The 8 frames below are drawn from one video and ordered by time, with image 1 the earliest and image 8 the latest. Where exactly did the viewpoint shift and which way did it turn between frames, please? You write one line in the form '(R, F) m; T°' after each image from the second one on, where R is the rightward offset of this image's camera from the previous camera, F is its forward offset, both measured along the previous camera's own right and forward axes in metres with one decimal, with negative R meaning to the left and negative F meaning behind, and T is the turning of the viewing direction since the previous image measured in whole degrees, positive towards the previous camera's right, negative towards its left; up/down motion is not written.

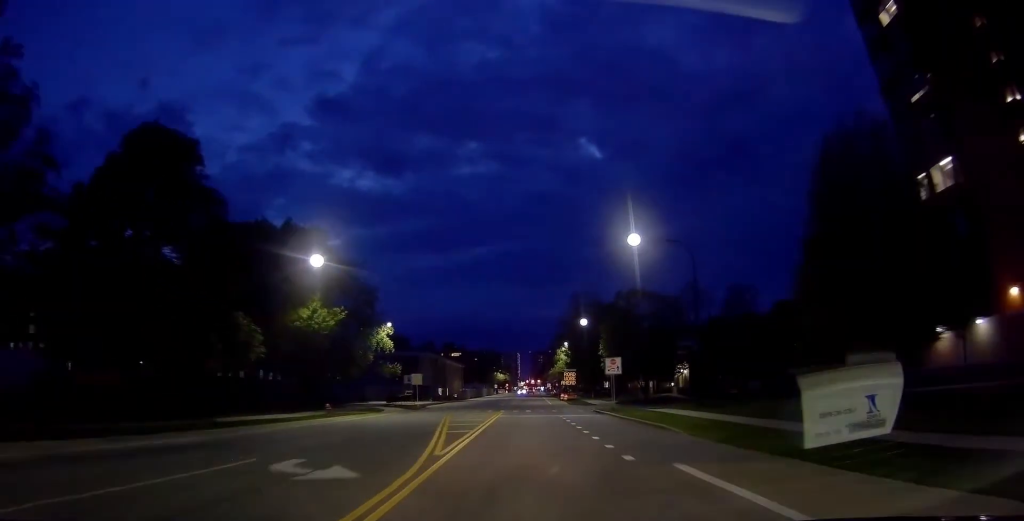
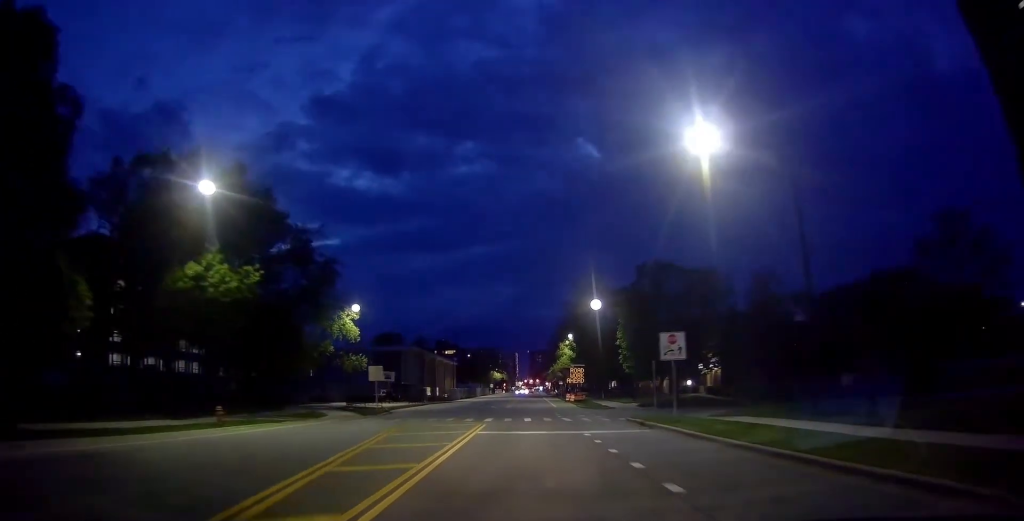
(-0.5, +14.1) m; -1°
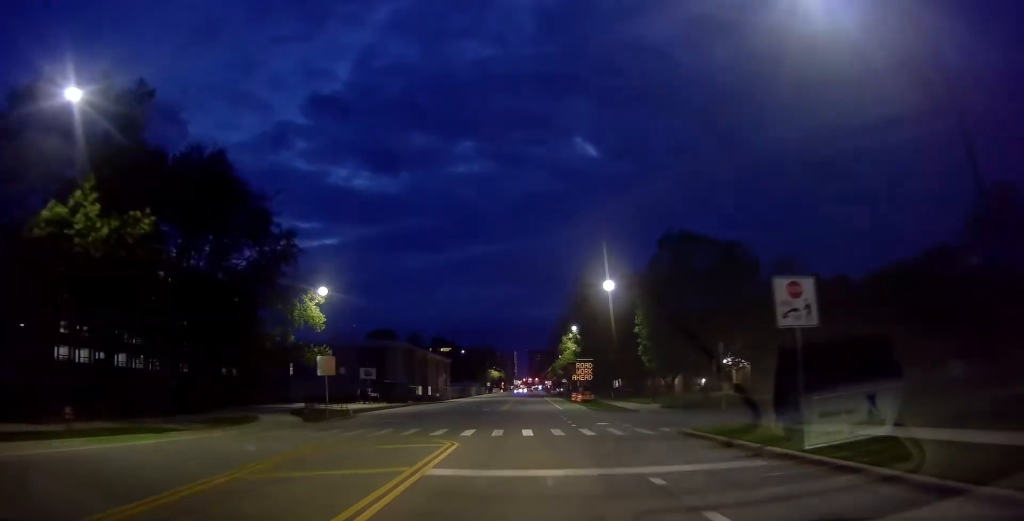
(+0.3, +9.8) m; +2°
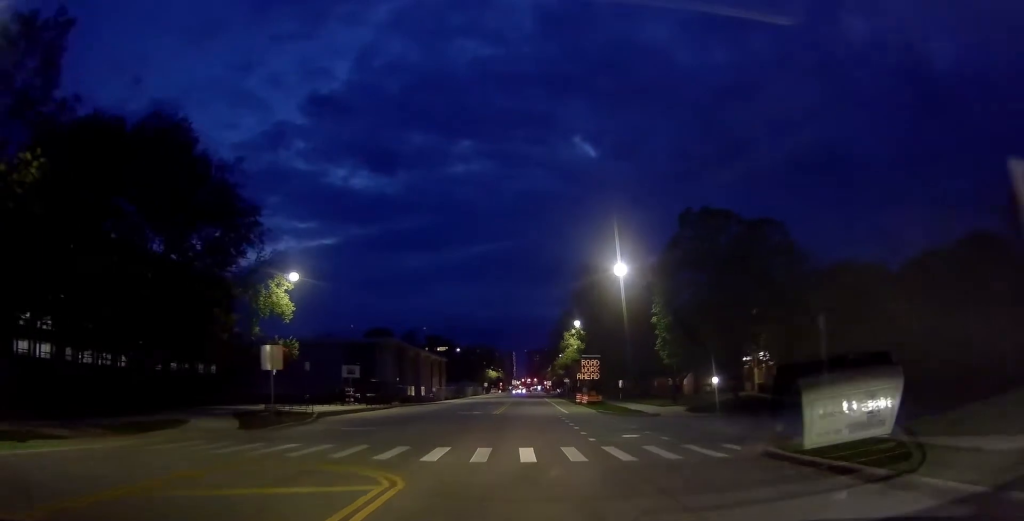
(+0.1, +6.5) m; 0°
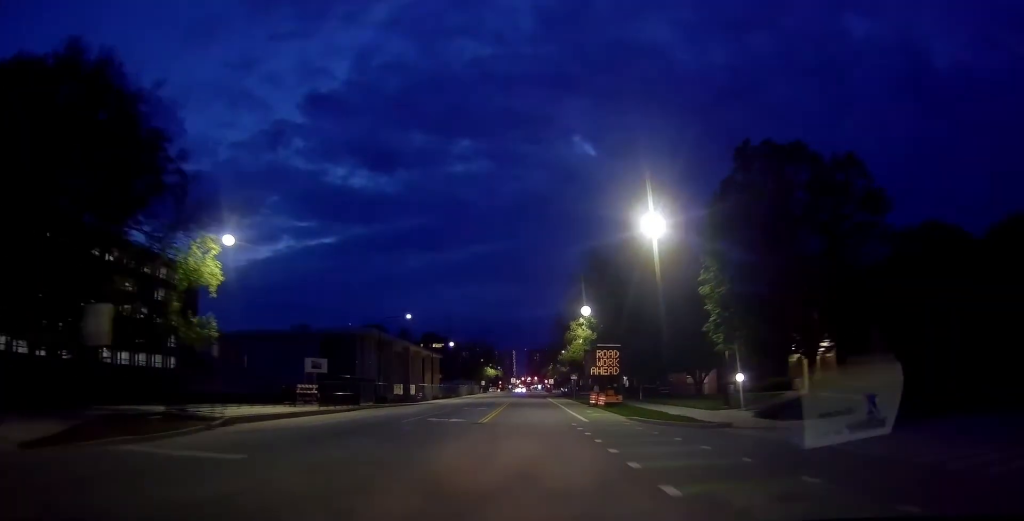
(0.0, +11.3) m; -2°
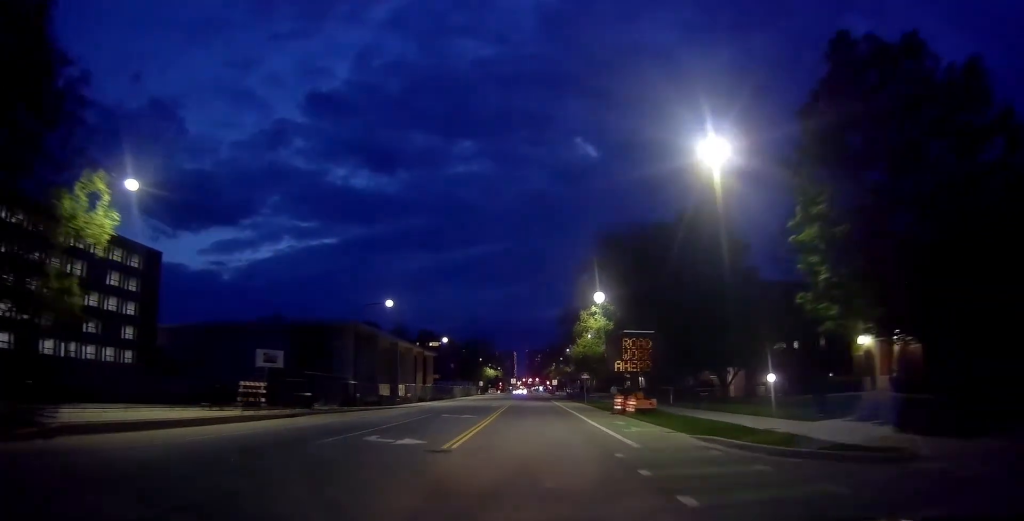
(-0.5, +10.3) m; 0°
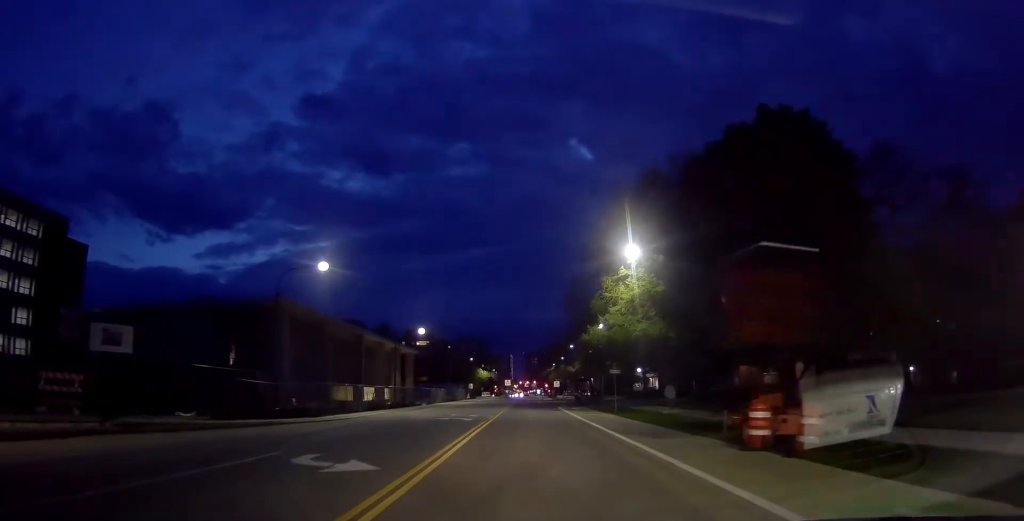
(+0.8, +18.1) m; +1°
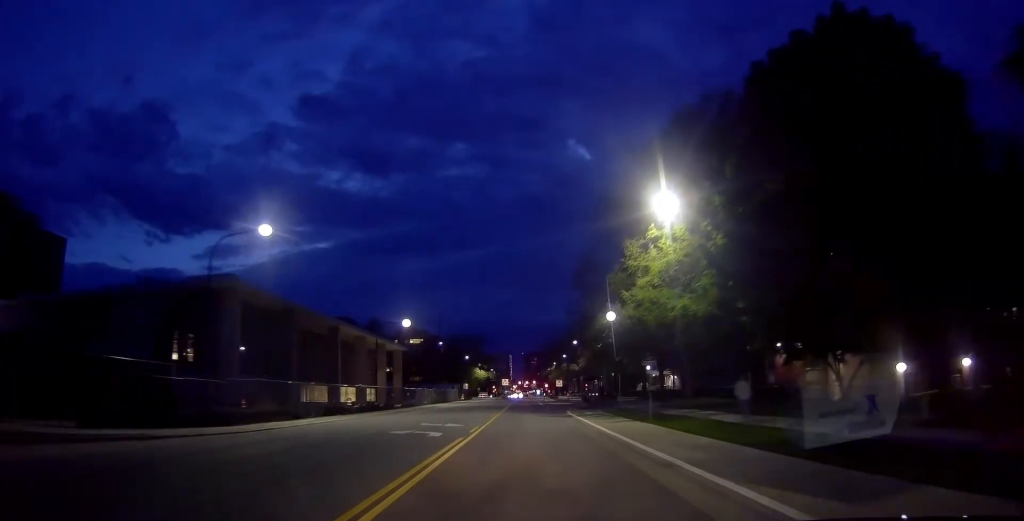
(-0.1, +9.4) m; -1°
